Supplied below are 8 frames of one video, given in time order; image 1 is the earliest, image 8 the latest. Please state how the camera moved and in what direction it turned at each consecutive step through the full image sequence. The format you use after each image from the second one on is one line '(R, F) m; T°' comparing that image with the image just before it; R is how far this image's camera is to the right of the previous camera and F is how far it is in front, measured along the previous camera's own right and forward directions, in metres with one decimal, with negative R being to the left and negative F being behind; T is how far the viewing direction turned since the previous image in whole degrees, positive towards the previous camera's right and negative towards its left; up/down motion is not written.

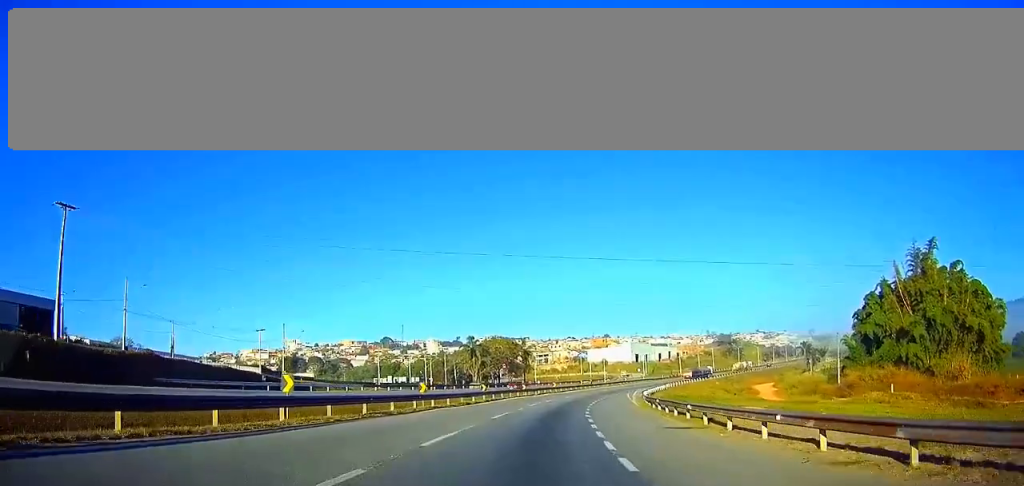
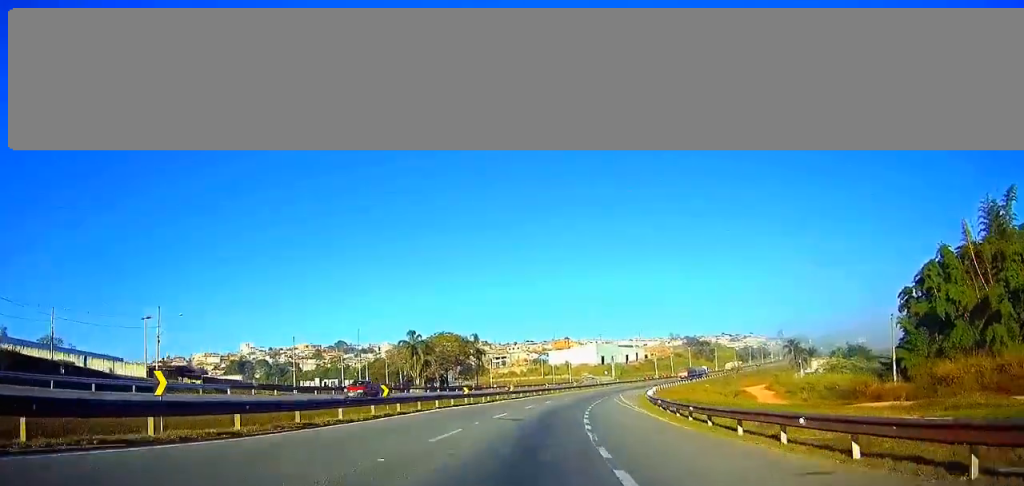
(+0.1, +26.5) m; +3°
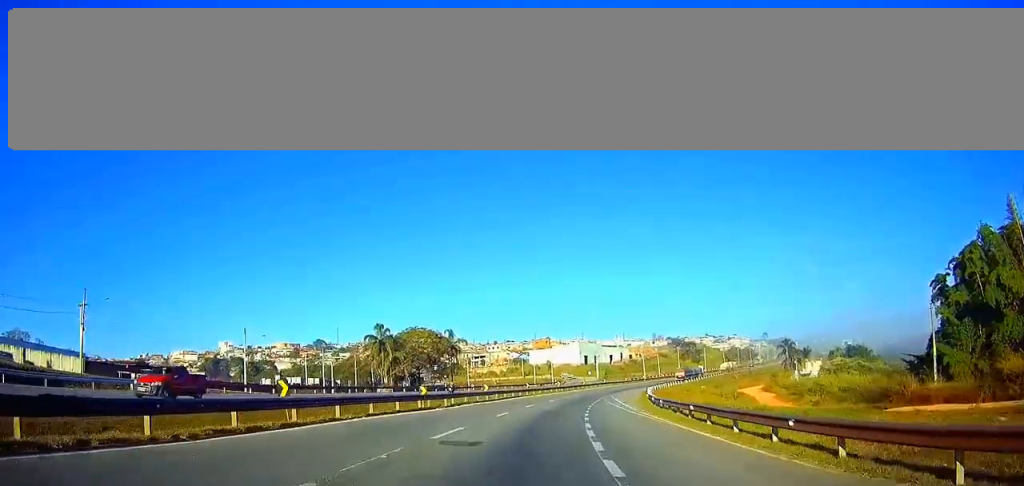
(+0.5, +11.9) m; +2°
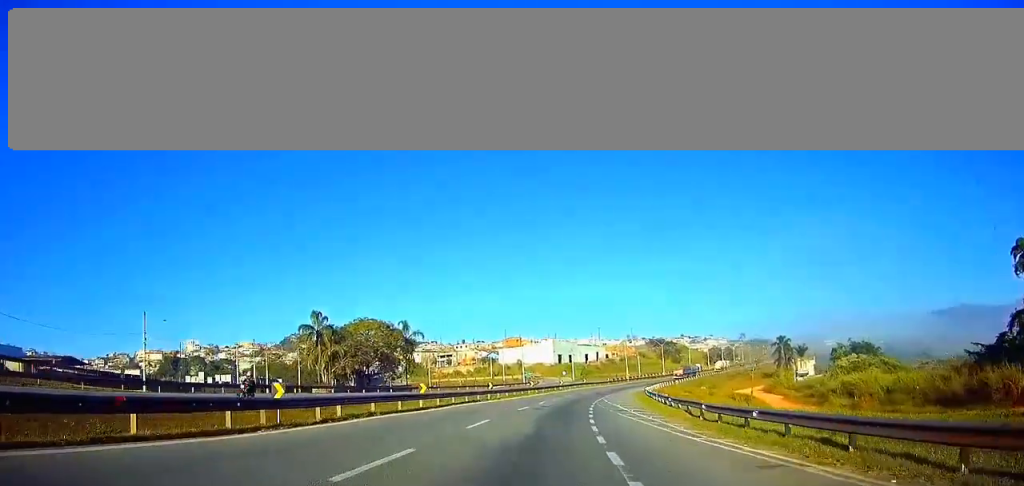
(+0.6, +20.3) m; +3°
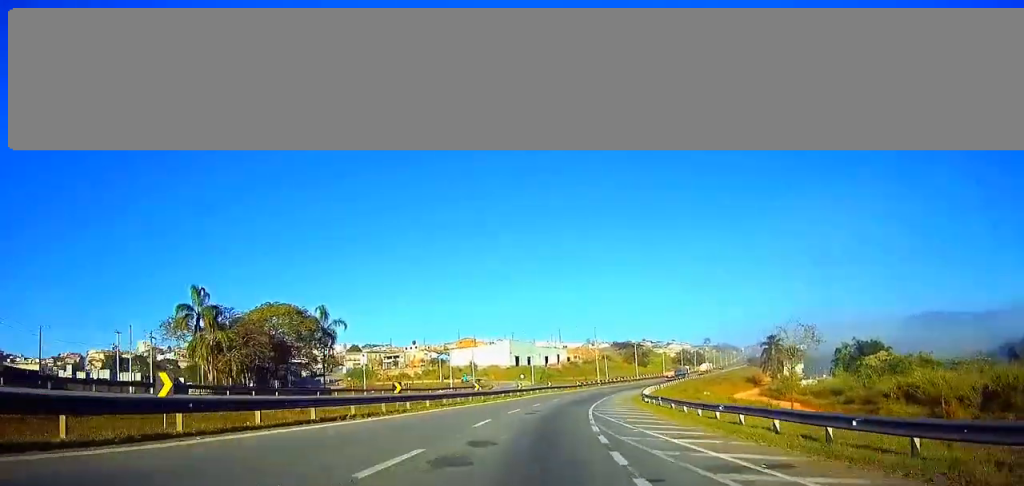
(+0.5, +26.0) m; +3°
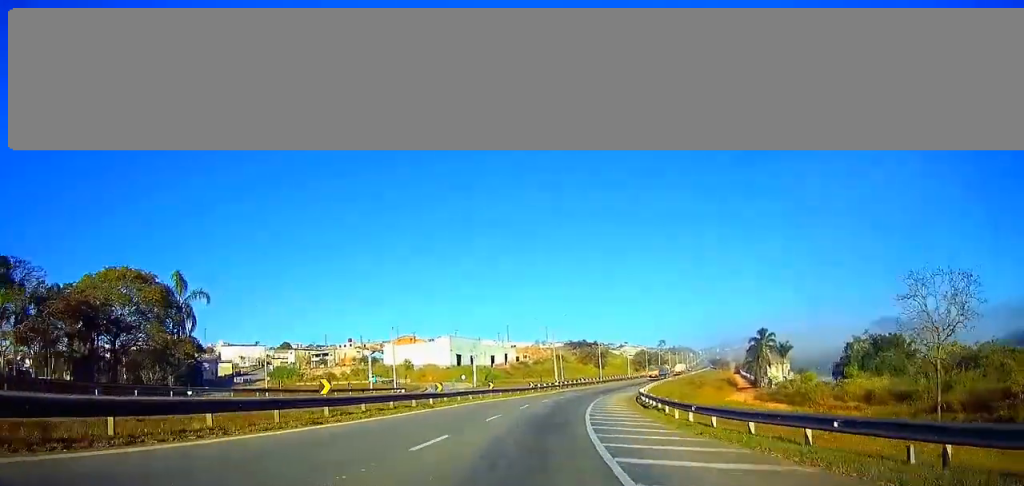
(+1.4, +29.8) m; +5°
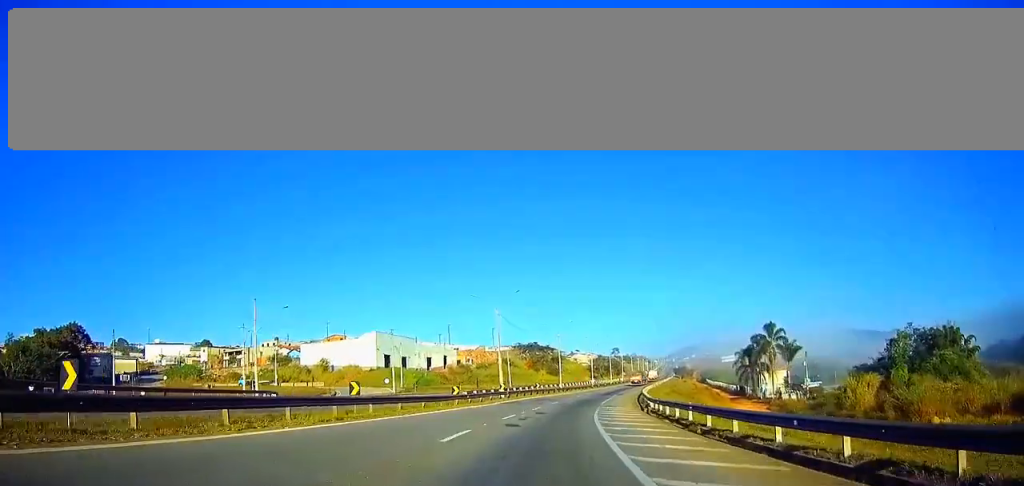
(+1.7, +34.6) m; +5°
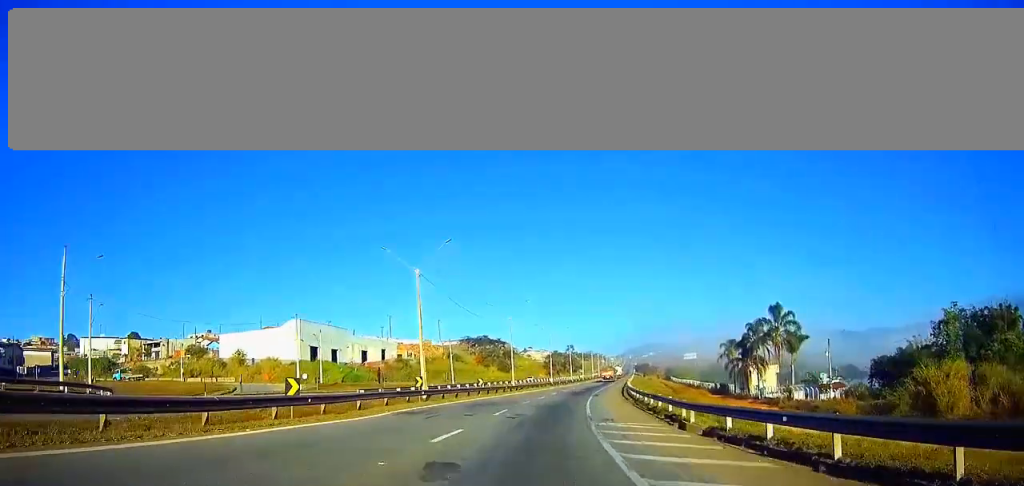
(+0.6, +24.4) m; +4°
